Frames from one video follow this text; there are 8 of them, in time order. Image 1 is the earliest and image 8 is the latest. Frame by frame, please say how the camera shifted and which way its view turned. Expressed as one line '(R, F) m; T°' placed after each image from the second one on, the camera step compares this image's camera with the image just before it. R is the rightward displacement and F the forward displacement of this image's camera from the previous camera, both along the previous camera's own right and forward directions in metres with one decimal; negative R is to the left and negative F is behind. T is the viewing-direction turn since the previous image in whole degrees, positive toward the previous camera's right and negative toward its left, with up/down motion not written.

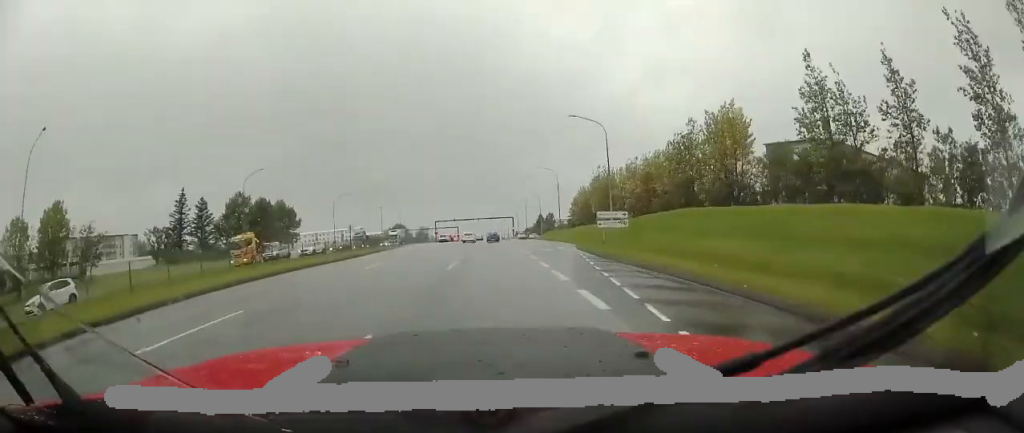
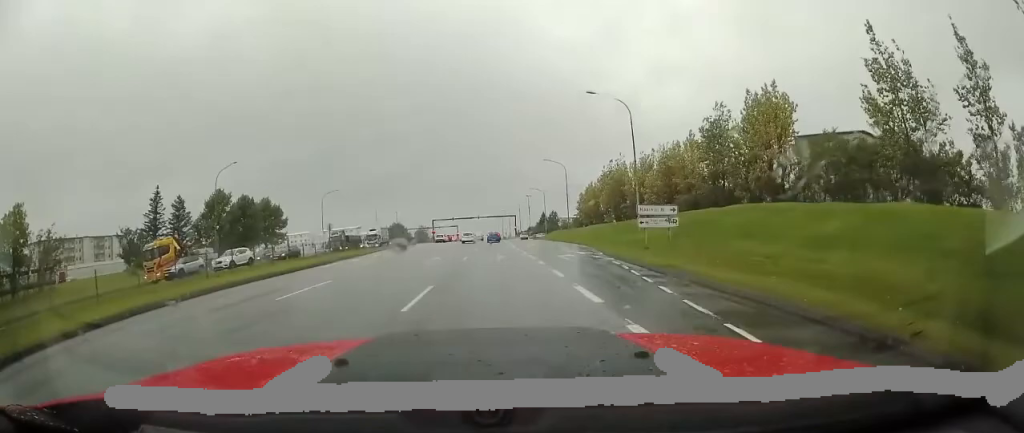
(0.0, +6.8) m; 0°
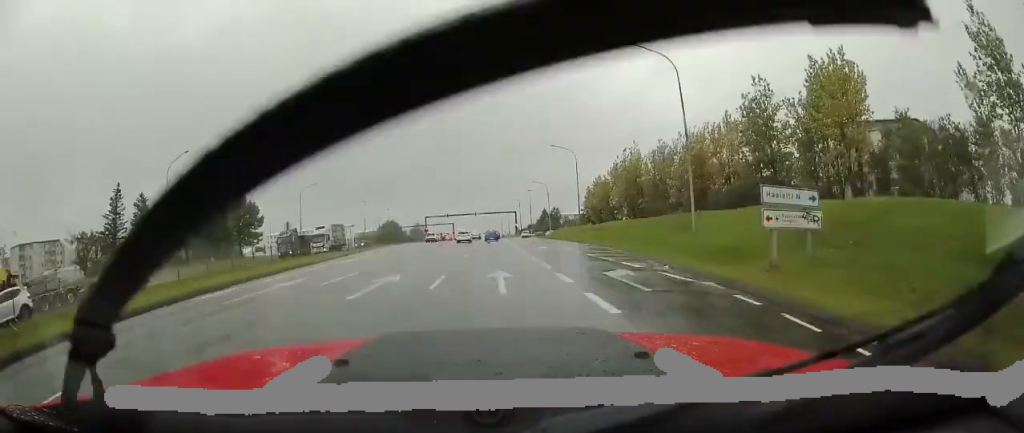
(-0.1, +9.7) m; +2°
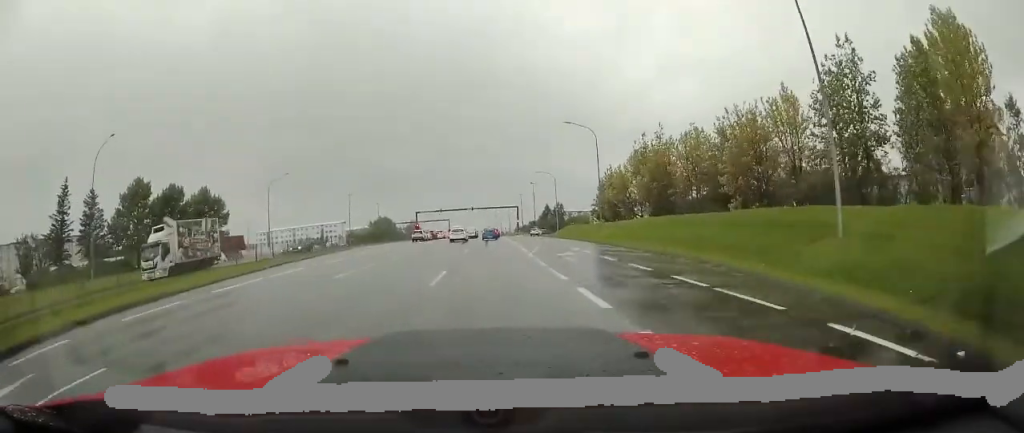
(+0.5, +11.1) m; +4°
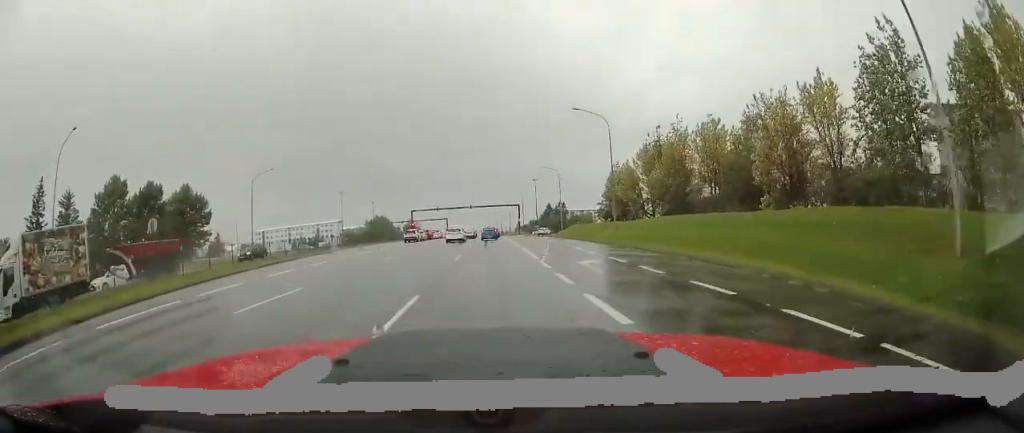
(0.0, +4.9) m; +2°
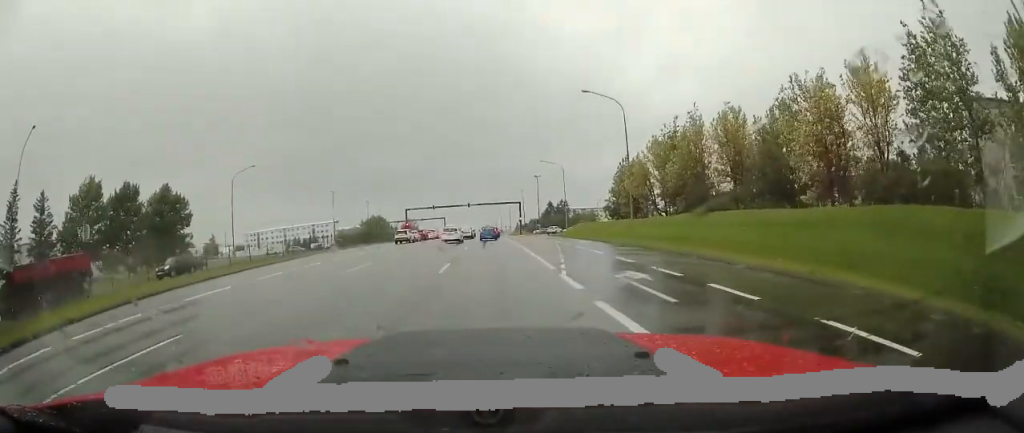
(0.0, +5.1) m; +2°
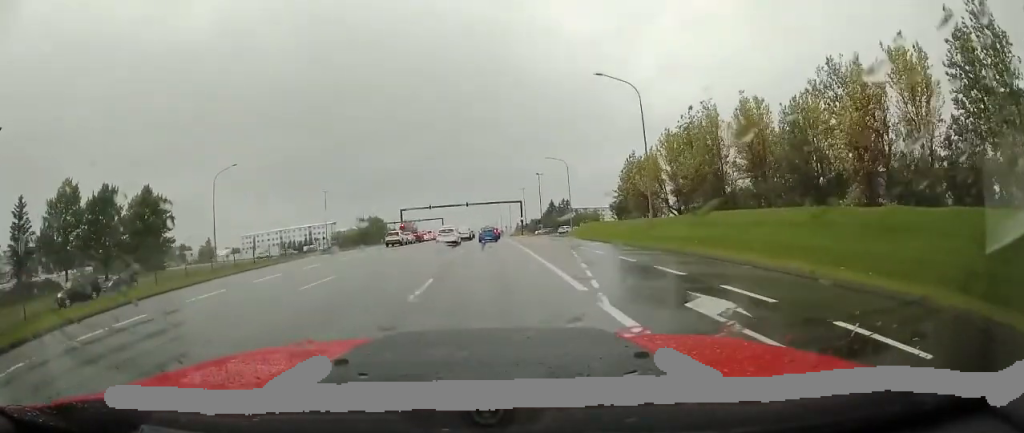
(+0.2, +4.1) m; 0°
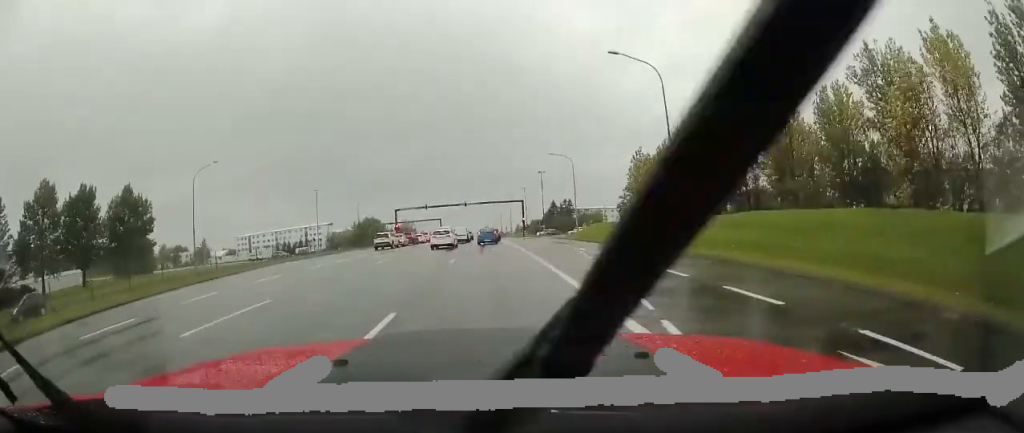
(+0.2, +4.0) m; 0°
